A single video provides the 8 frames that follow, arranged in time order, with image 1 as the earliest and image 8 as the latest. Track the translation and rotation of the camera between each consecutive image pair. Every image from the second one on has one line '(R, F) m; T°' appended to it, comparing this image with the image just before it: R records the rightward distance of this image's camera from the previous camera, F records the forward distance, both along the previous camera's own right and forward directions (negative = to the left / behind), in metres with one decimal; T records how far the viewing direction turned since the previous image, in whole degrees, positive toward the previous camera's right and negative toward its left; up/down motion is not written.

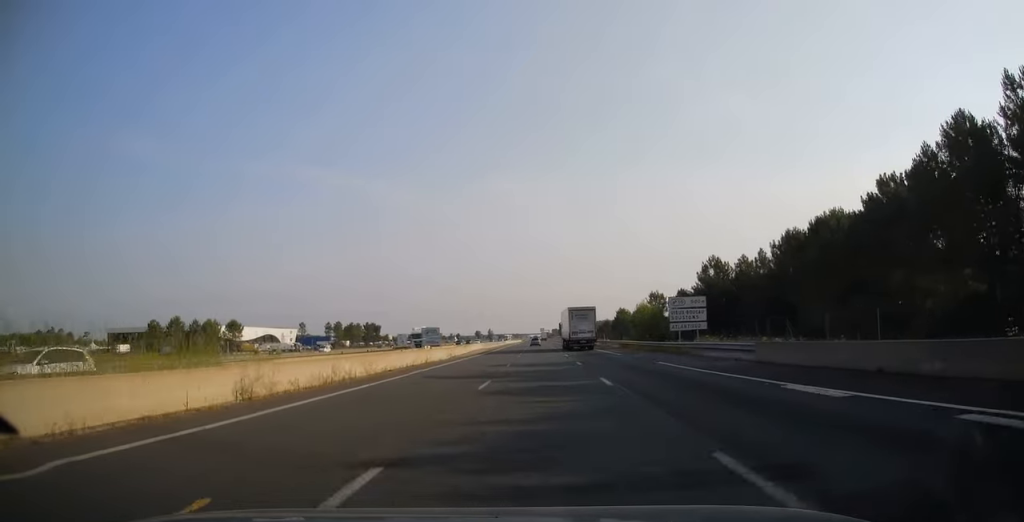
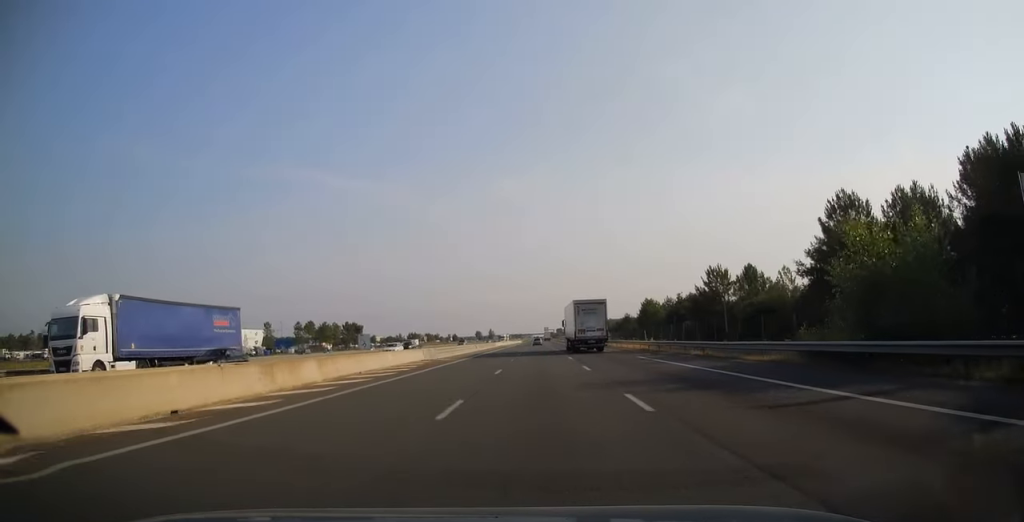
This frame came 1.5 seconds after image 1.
(-0.2, +44.9) m; -1°
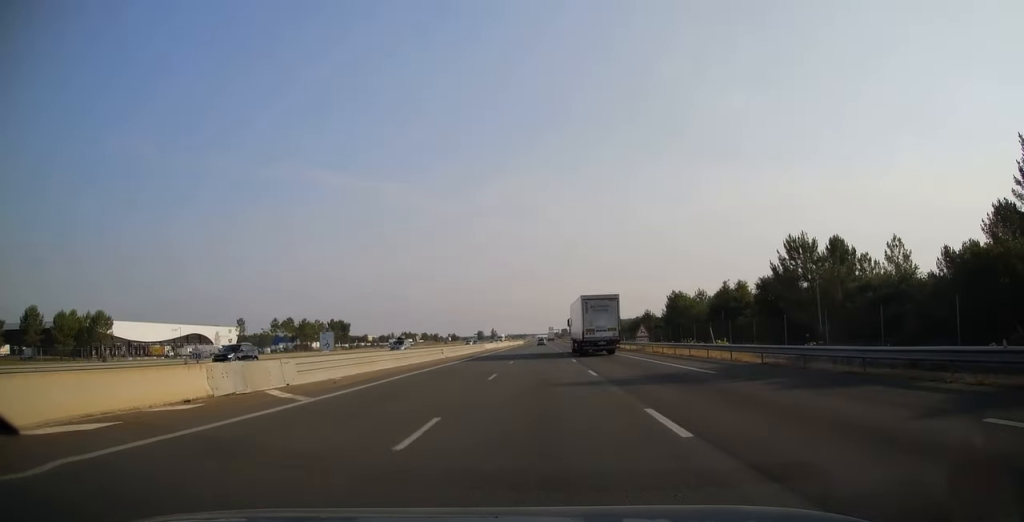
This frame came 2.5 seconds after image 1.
(-0.1, +28.4) m; 0°
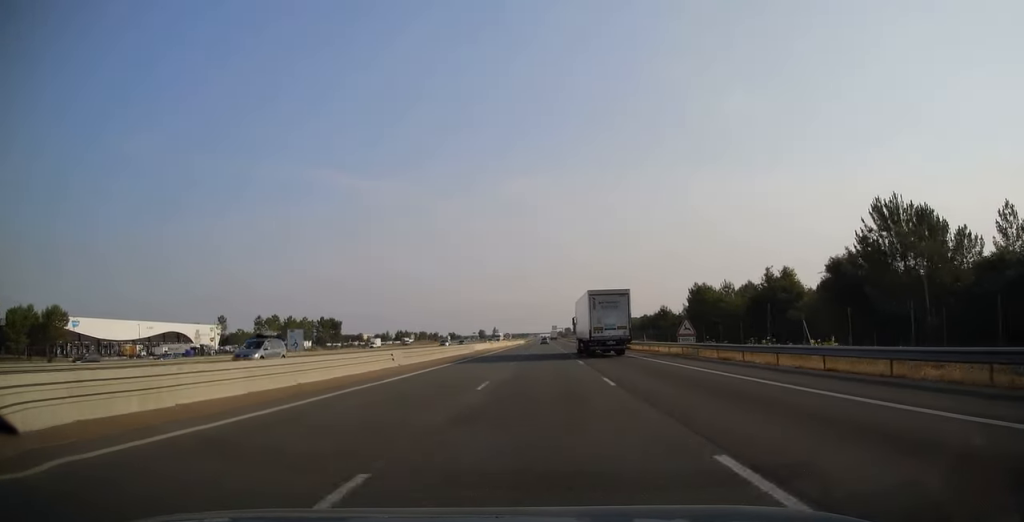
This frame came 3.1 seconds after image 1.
(-0.1, +17.2) m; 0°
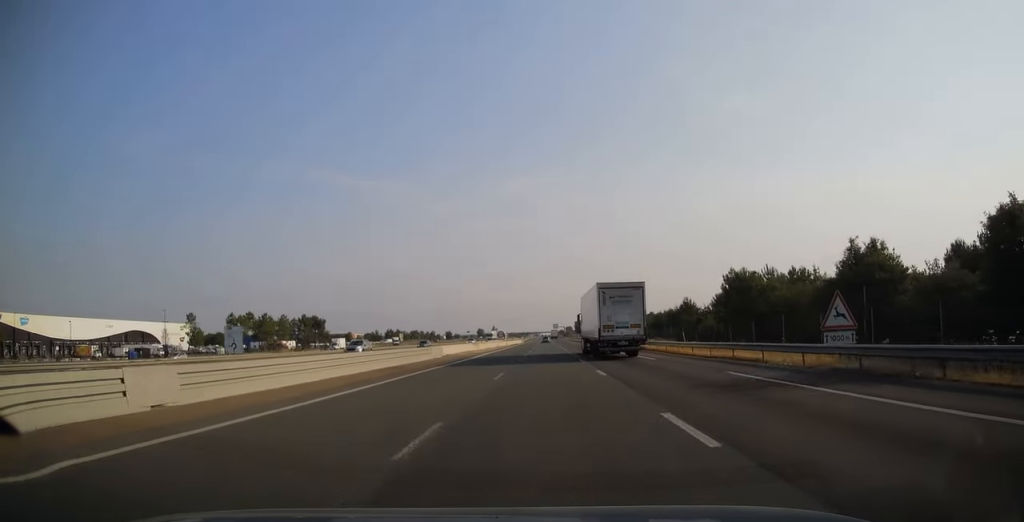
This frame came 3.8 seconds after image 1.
(0.0, +22.1) m; 0°
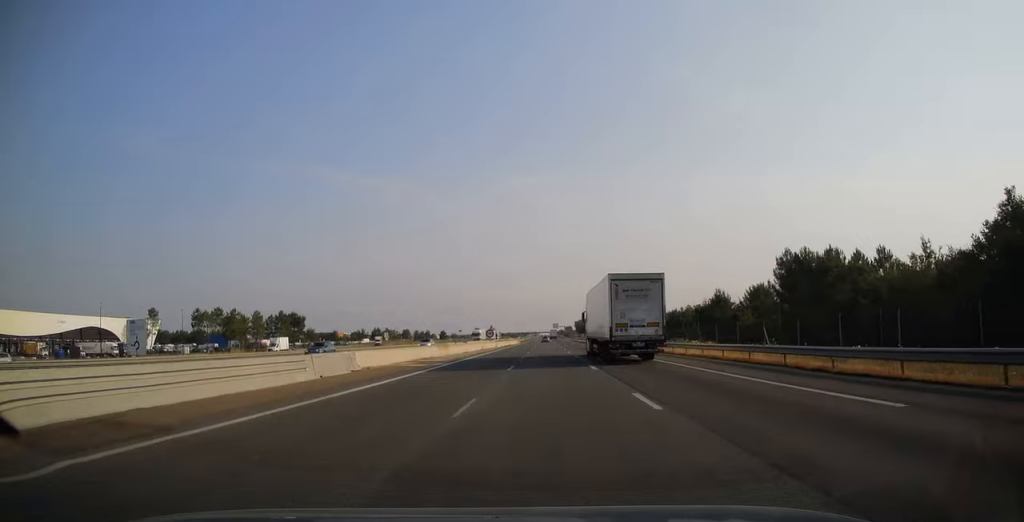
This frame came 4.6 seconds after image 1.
(0.0, +22.2) m; 0°
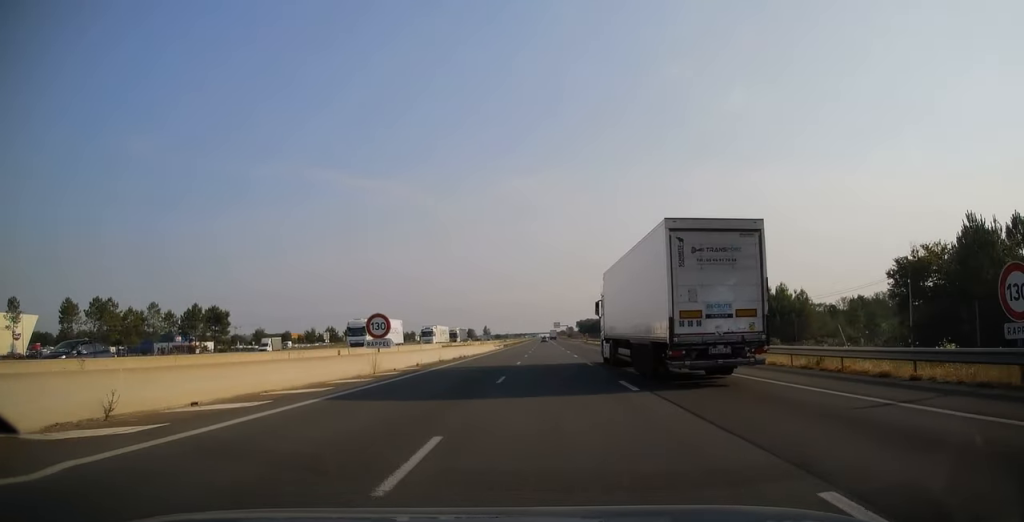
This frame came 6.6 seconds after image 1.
(+0.1, +60.7) m; 0°
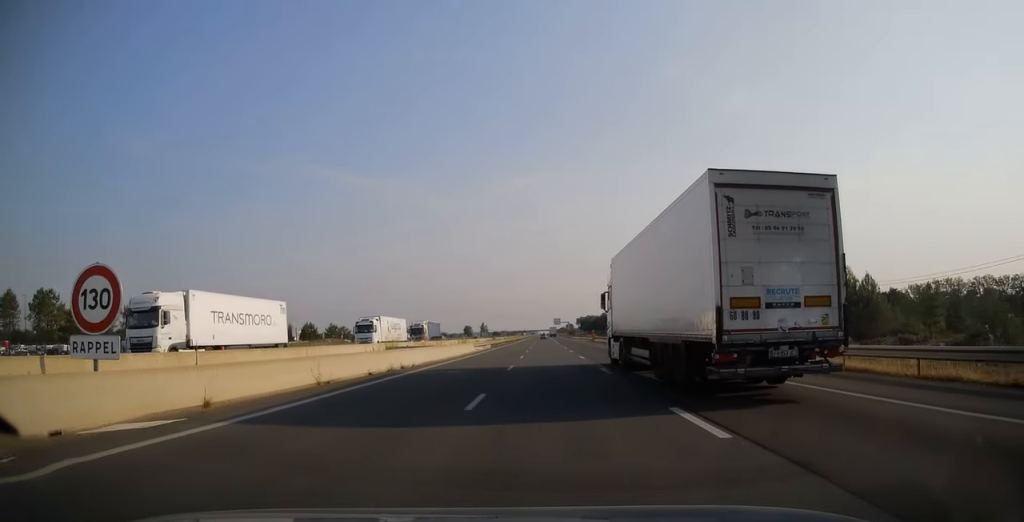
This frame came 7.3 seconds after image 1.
(0.0, +20.2) m; 0°
